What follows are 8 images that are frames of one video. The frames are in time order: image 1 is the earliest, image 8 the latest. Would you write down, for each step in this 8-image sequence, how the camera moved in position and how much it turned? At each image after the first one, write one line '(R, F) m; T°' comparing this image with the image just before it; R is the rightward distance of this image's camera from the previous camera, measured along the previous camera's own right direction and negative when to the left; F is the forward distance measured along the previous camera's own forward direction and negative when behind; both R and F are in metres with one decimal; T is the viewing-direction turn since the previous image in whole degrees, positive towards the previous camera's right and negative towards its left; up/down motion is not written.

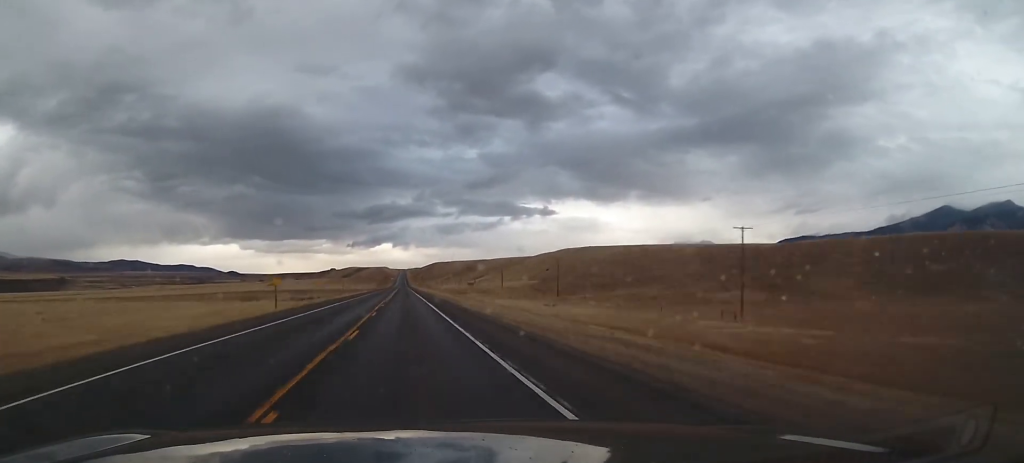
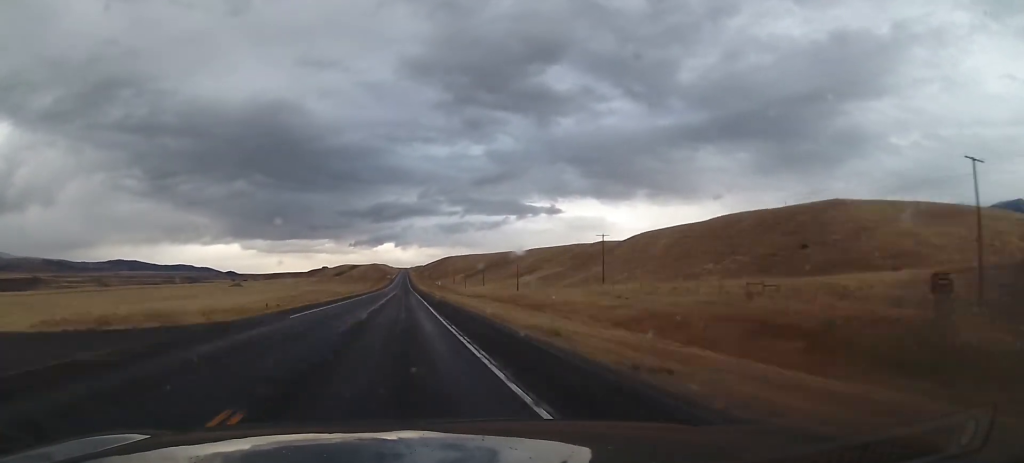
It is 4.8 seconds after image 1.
(+0.2, +227.2) m; 0°
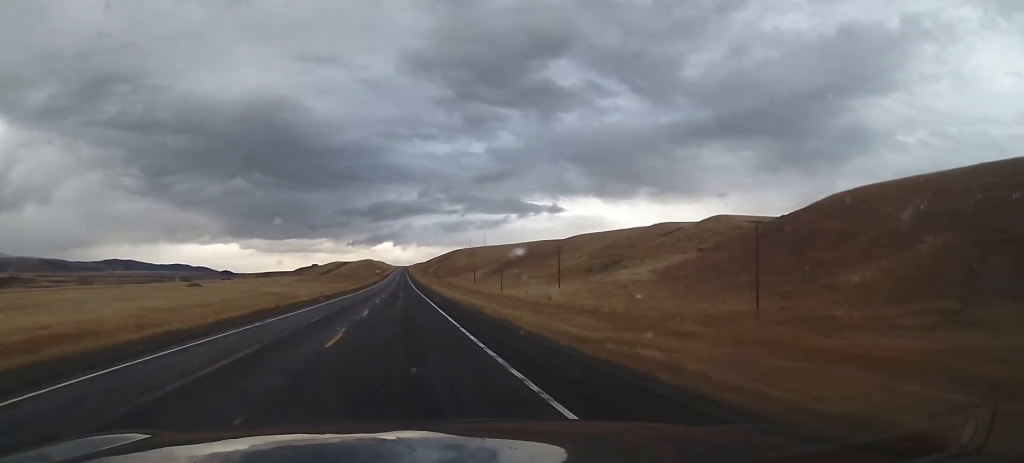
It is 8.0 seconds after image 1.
(-0.1, +88.9) m; 0°
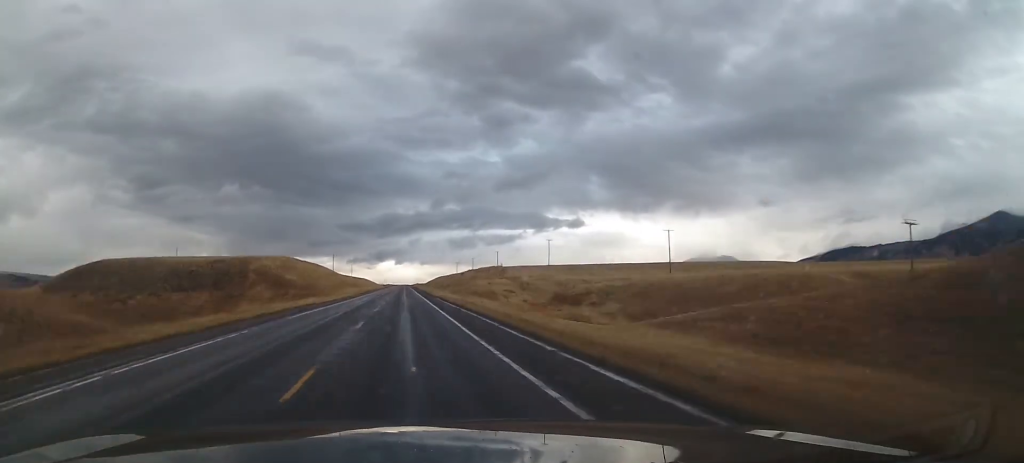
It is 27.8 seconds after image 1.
(-1.1, +577.1) m; 0°
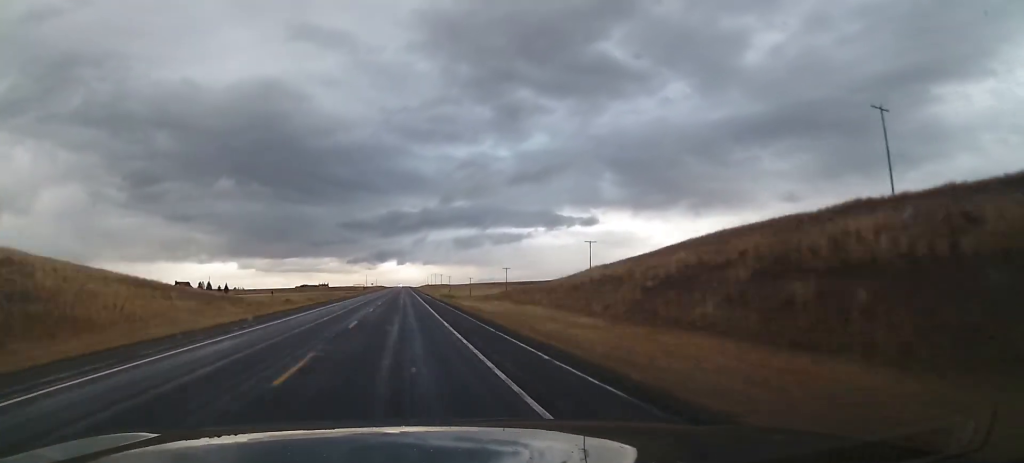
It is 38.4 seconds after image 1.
(+0.2, +365.8) m; 0°
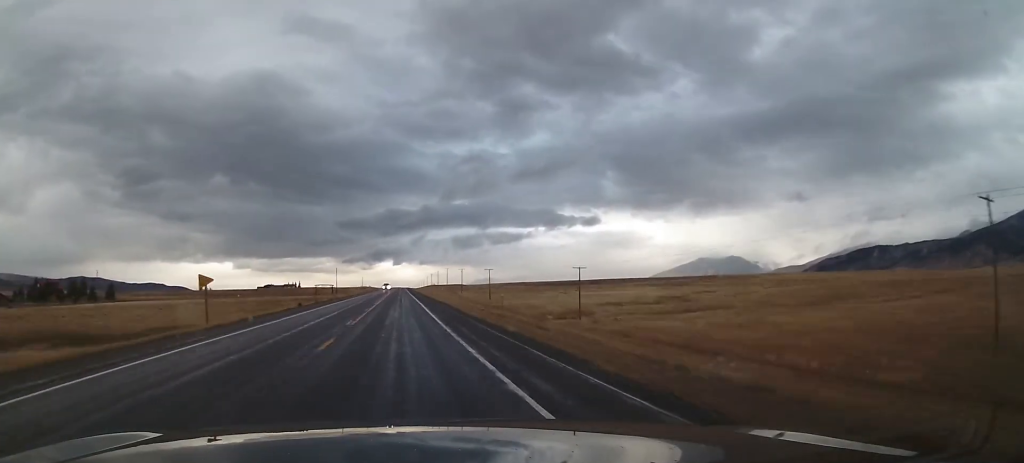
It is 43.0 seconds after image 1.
(-0.2, +161.5) m; 0°
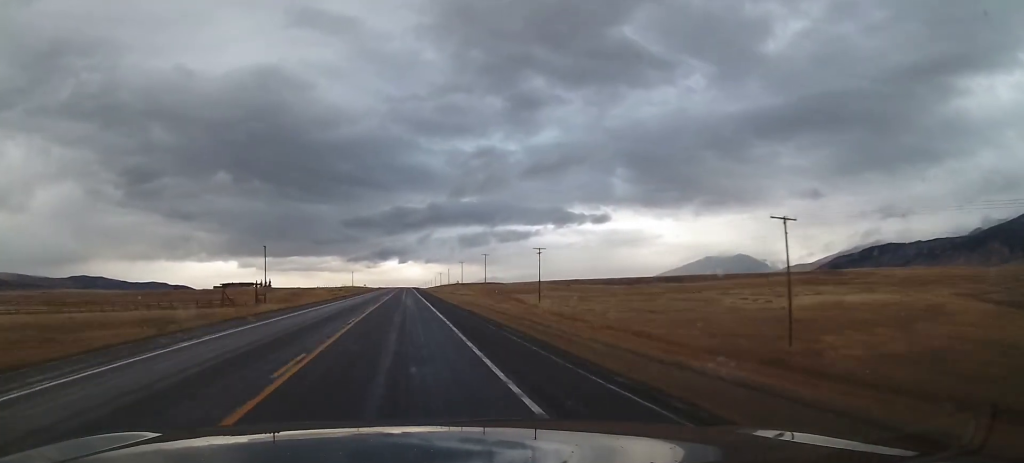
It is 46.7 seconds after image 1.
(-0.1, +134.1) m; 0°
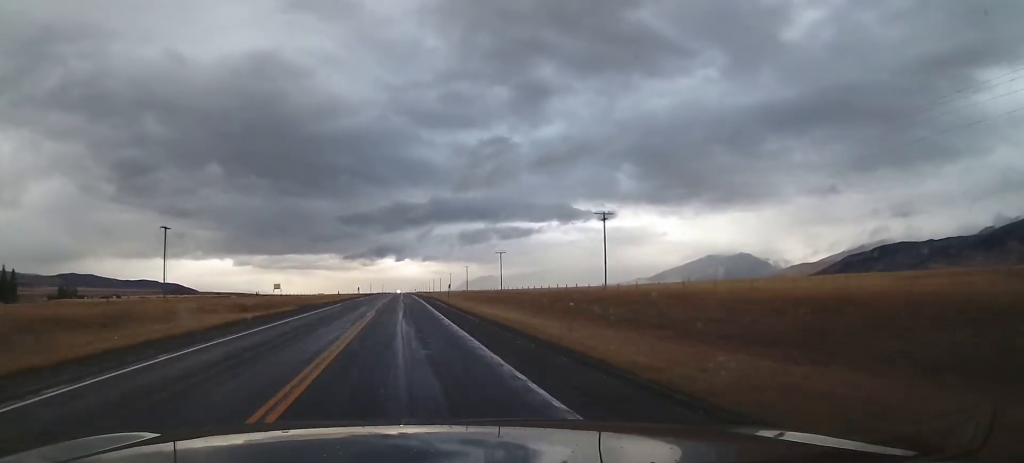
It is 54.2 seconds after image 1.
(+0.2, +272.9) m; 0°
